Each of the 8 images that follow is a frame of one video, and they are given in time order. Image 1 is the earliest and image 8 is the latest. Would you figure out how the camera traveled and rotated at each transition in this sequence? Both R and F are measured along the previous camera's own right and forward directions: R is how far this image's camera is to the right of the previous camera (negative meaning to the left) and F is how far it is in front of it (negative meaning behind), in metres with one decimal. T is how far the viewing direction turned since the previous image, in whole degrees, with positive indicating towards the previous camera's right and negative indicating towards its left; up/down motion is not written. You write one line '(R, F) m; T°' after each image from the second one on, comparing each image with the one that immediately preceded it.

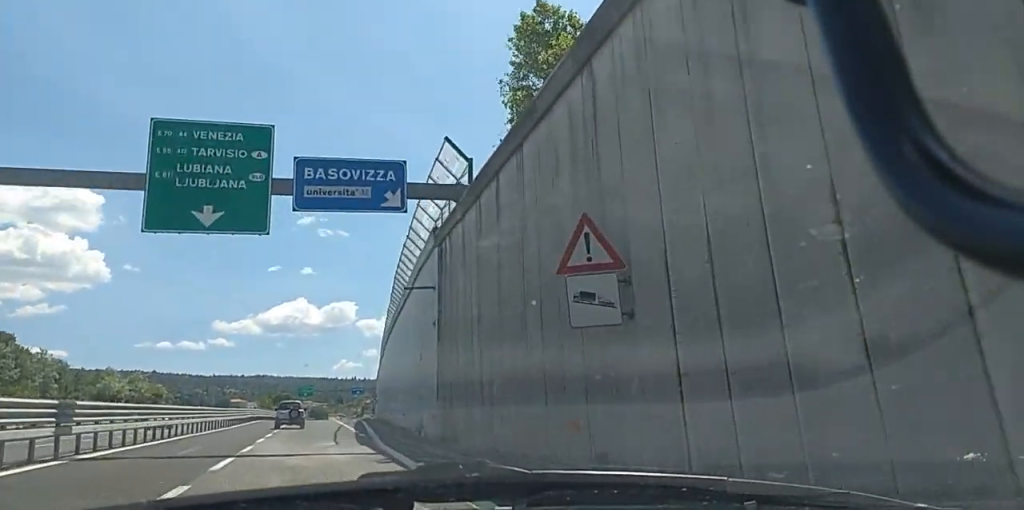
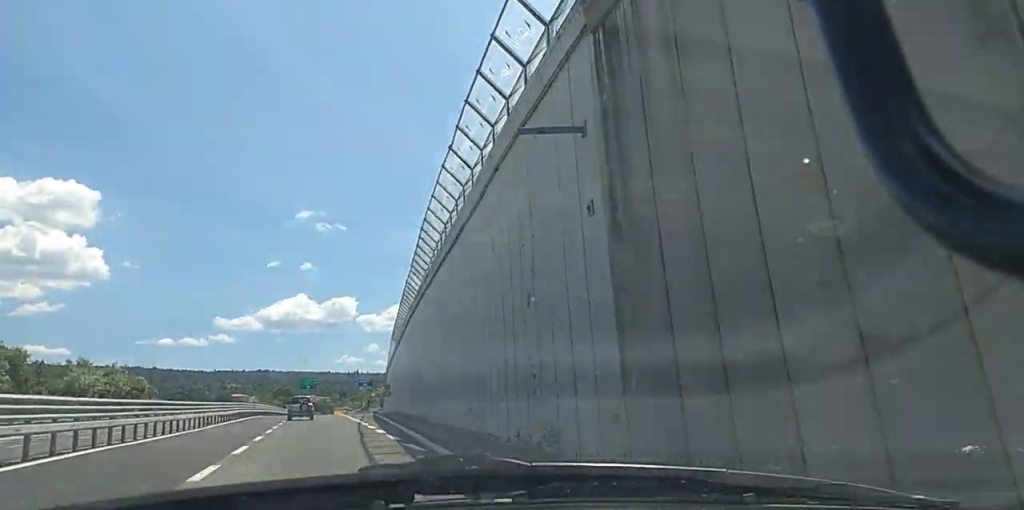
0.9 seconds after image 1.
(-0.1, +18.3) m; 0°
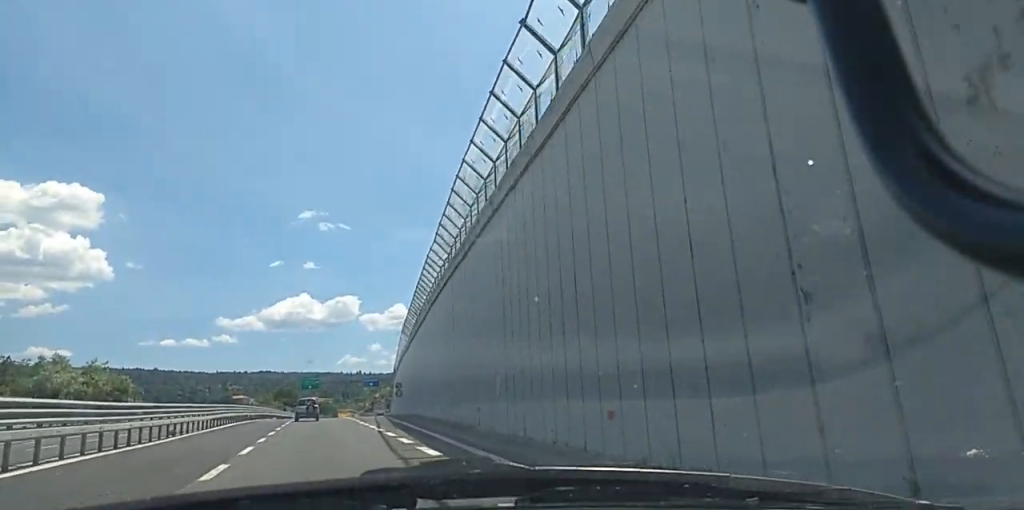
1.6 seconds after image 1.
(0.0, +13.5) m; 0°
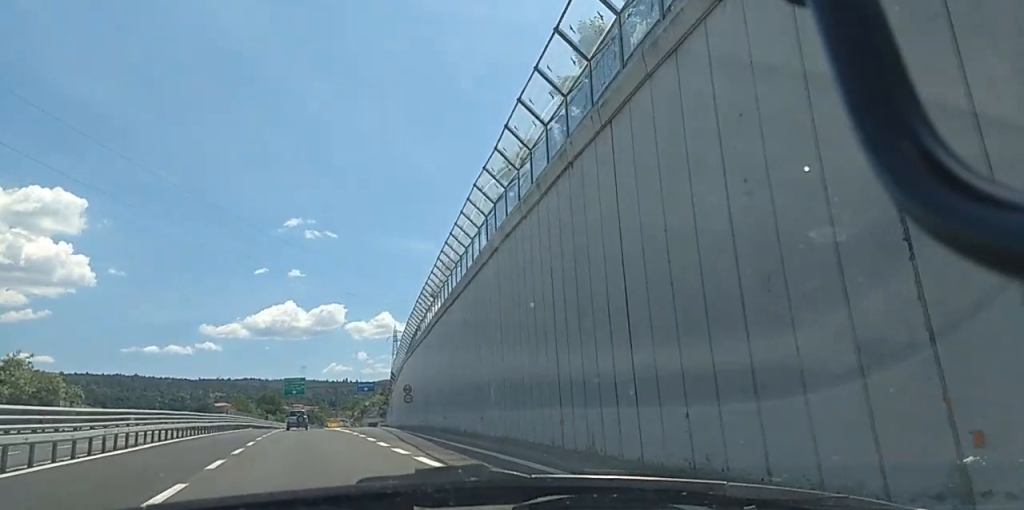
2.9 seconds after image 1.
(+0.2, +24.8) m; +1°
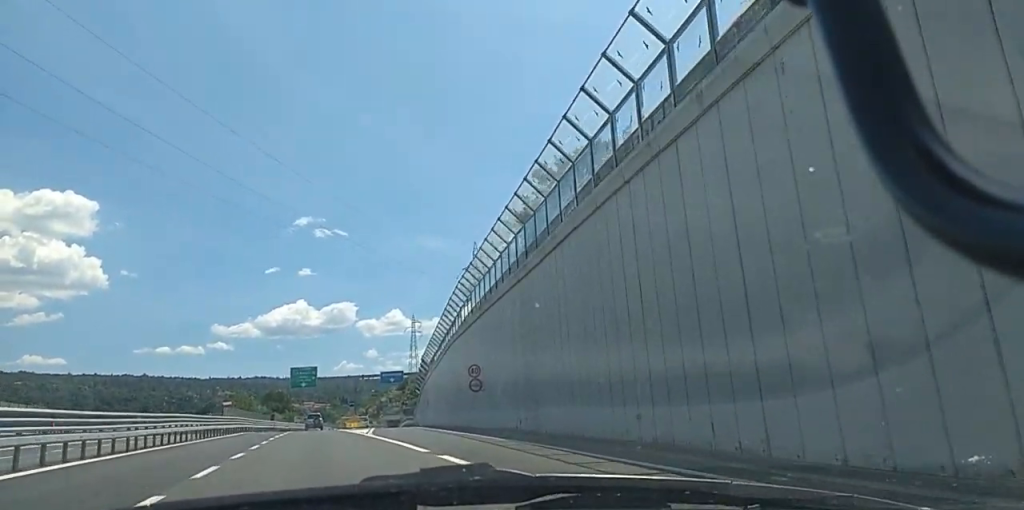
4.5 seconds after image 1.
(+0.2, +30.5) m; 0°
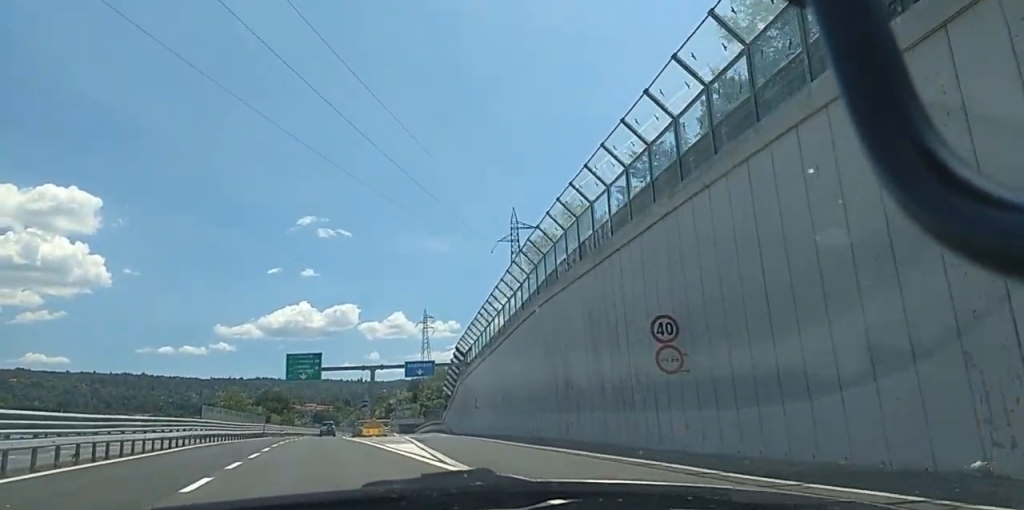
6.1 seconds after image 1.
(-0.7, +30.4) m; -1°
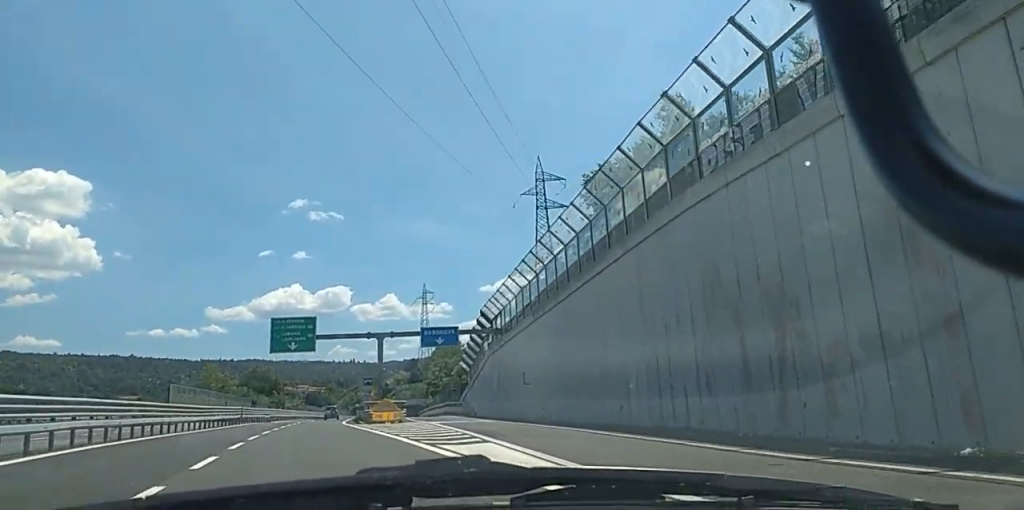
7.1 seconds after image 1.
(+0.3, +20.0) m; +1°
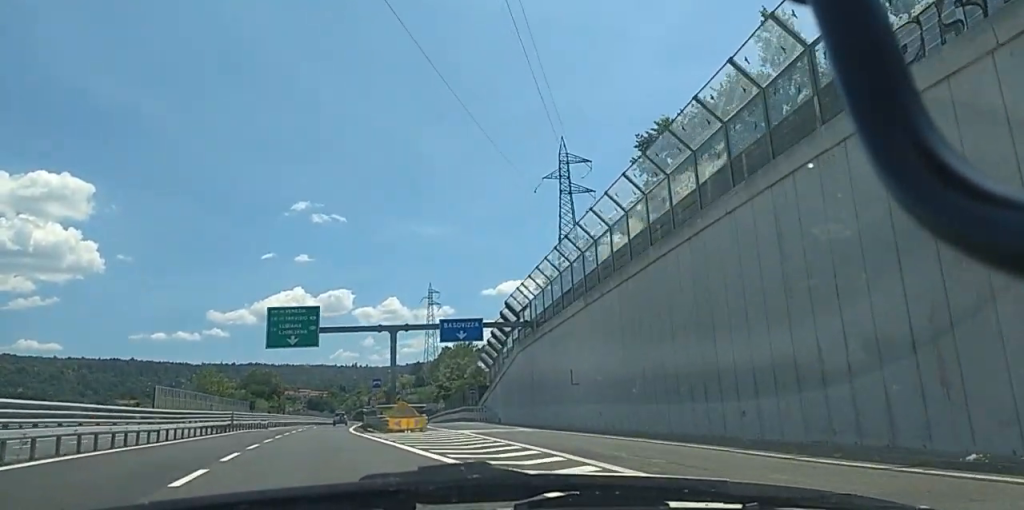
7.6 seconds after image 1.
(+0.1, +9.4) m; +1°
